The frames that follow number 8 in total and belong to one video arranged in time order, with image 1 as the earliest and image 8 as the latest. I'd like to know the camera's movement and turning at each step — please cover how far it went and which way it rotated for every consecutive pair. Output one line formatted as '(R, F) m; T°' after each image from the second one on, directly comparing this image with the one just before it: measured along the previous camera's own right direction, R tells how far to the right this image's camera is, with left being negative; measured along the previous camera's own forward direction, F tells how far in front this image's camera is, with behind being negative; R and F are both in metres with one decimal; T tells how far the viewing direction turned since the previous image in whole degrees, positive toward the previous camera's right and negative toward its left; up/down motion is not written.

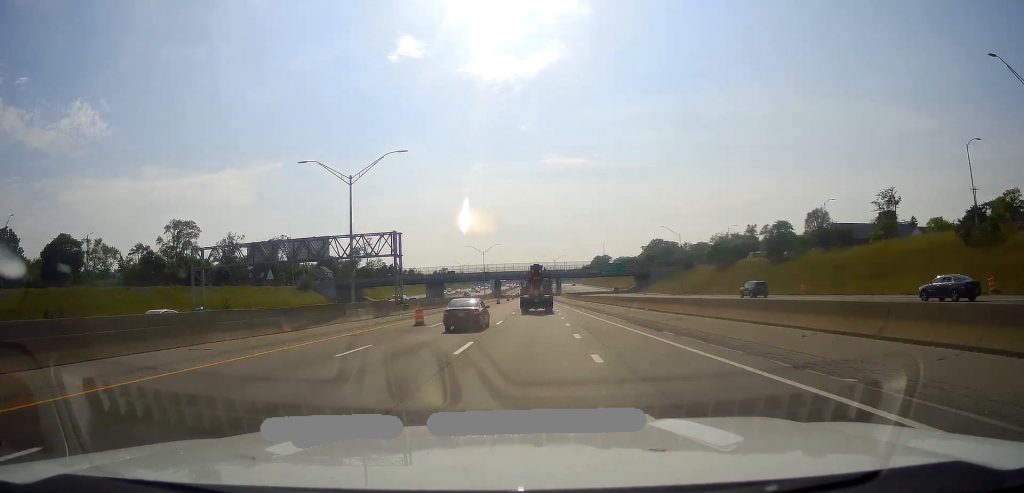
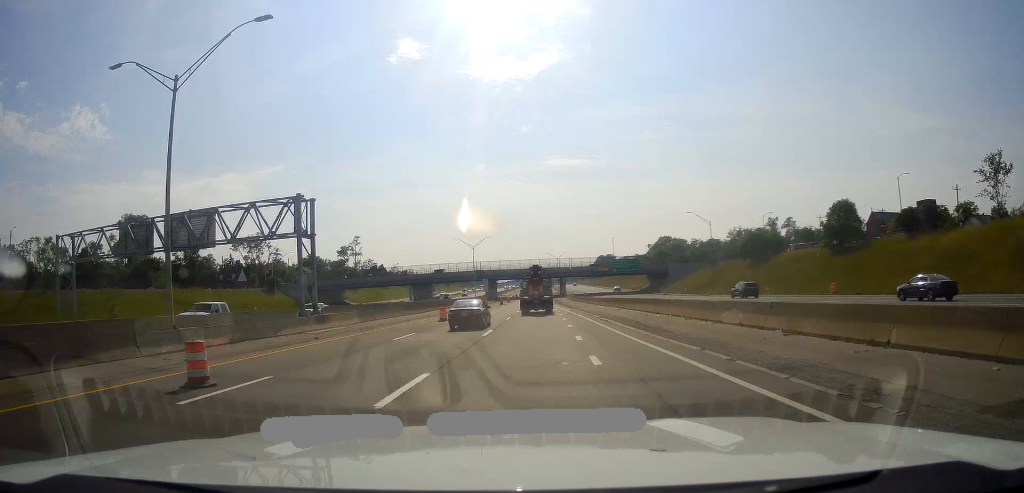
(+0.4, +23.1) m; 0°
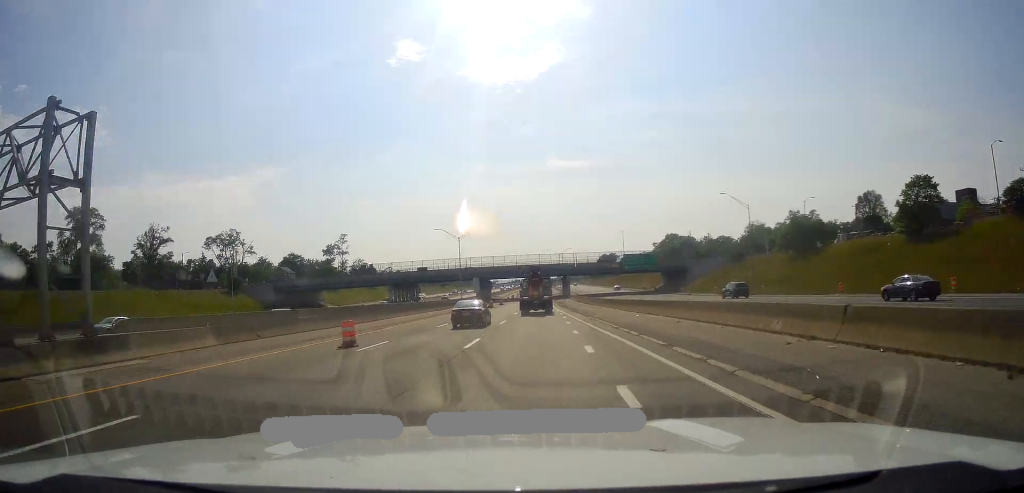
(-0.2, +20.3) m; -1°
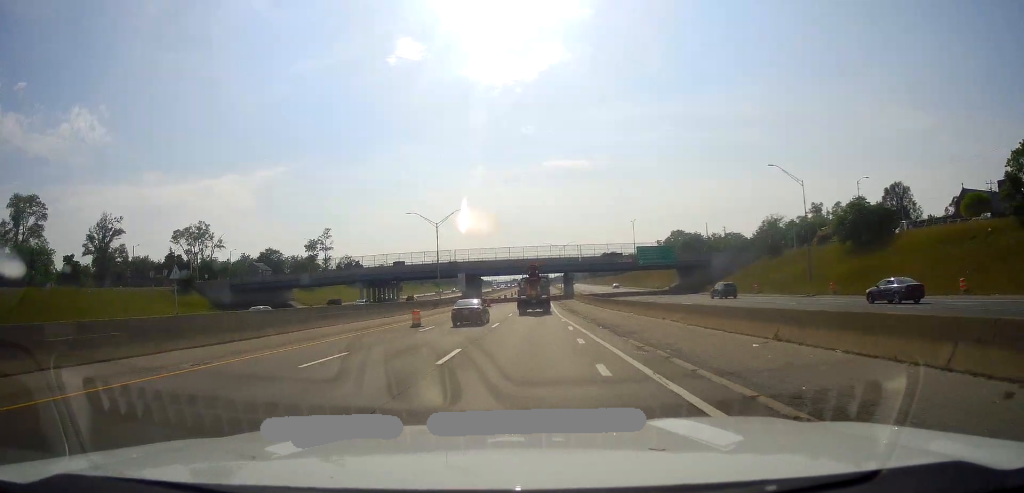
(-0.2, +19.4) m; 0°
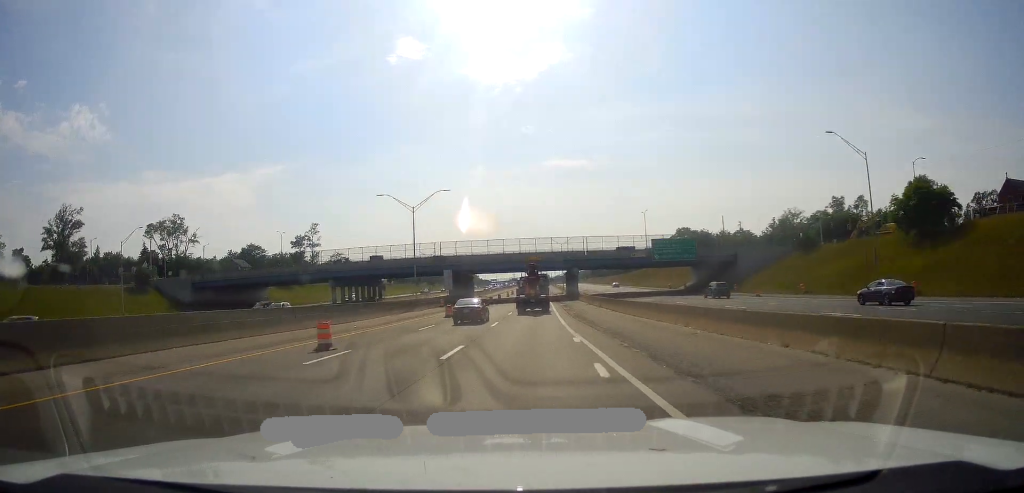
(-0.1, +14.6) m; +1°
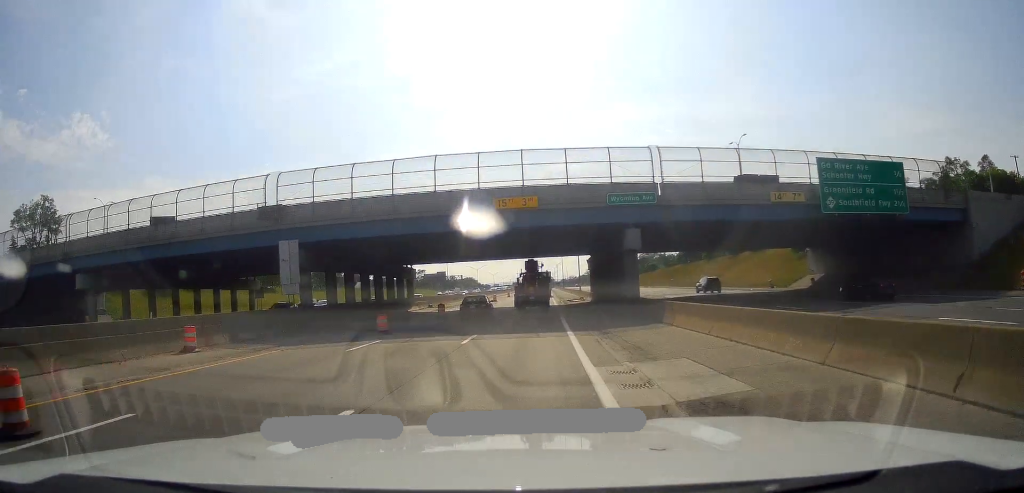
(+0.3, +56.5) m; 0°
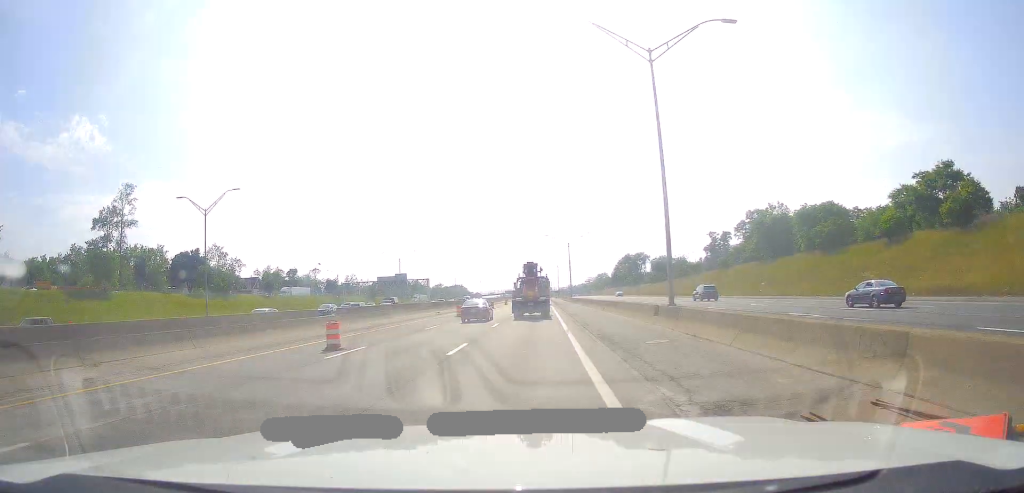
(-0.5, +63.2) m; 0°
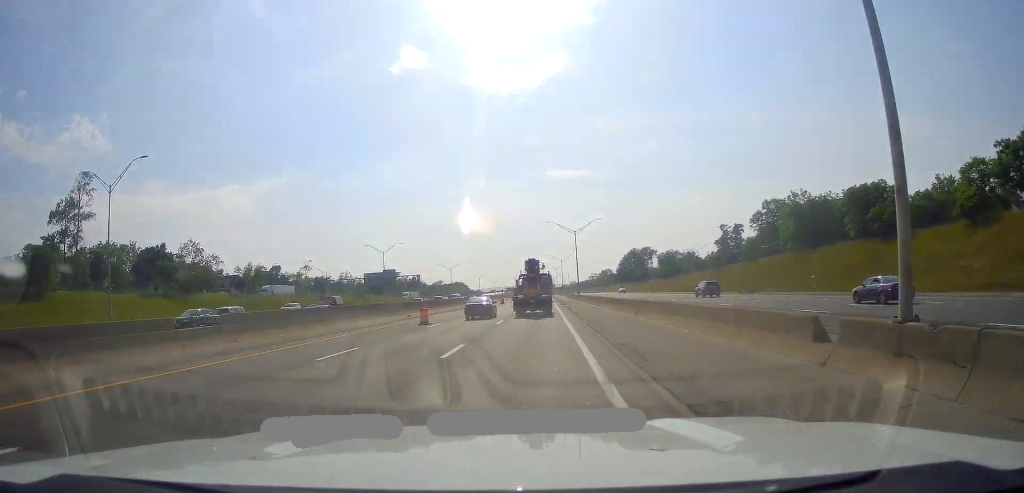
(0.0, +16.0) m; 0°
